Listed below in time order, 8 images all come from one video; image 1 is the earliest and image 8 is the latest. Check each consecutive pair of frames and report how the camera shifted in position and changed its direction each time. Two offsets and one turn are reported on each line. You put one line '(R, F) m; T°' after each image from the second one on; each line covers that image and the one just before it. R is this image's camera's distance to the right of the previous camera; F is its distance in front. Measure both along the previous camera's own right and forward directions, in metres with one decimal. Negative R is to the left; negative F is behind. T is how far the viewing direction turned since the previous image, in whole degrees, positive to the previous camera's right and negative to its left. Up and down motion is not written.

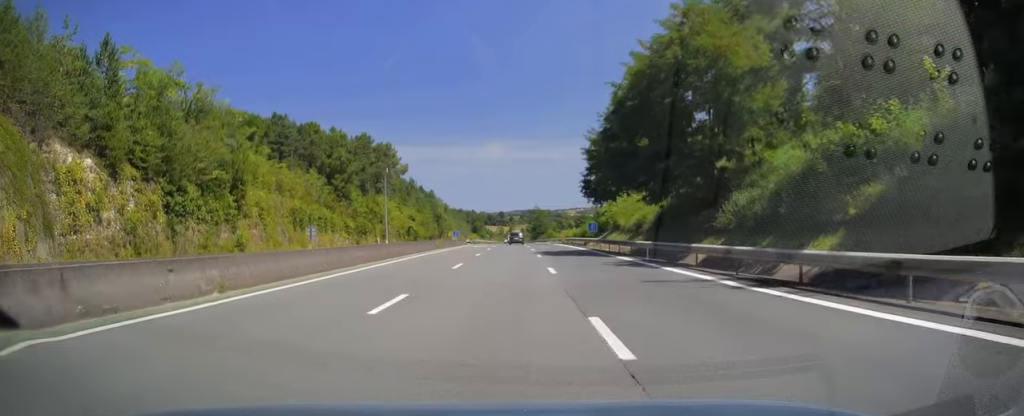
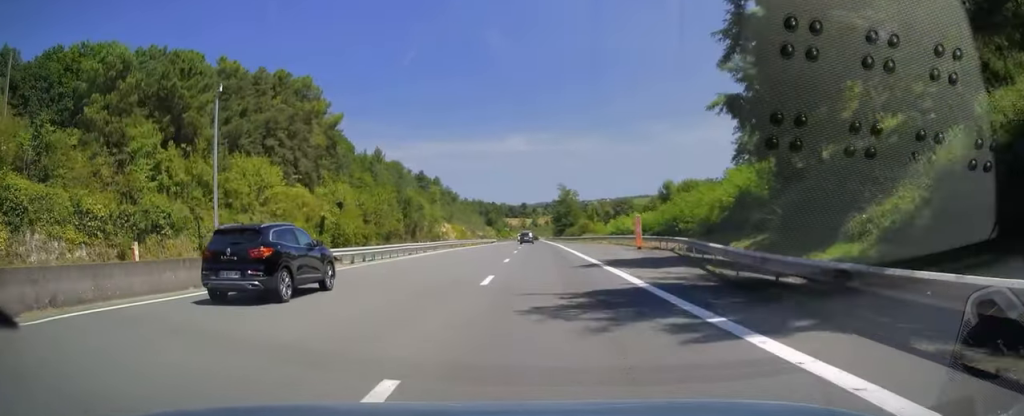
(+0.1, +69.1) m; -1°
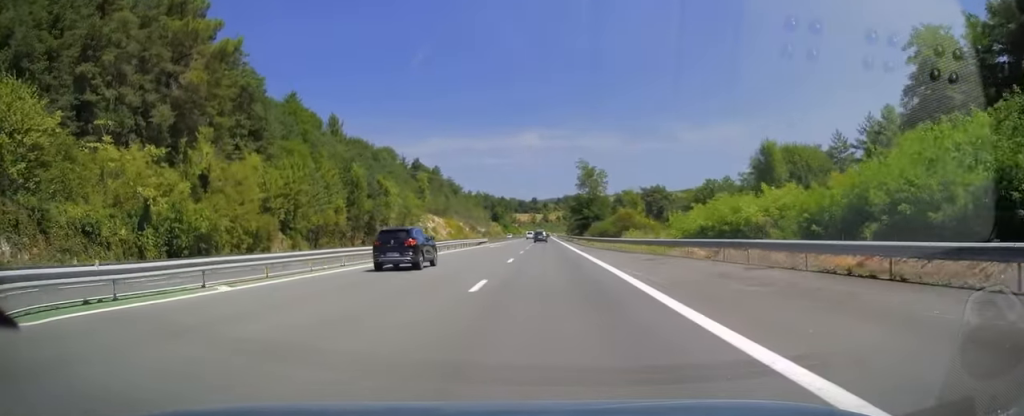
(-0.7, +39.2) m; -2°
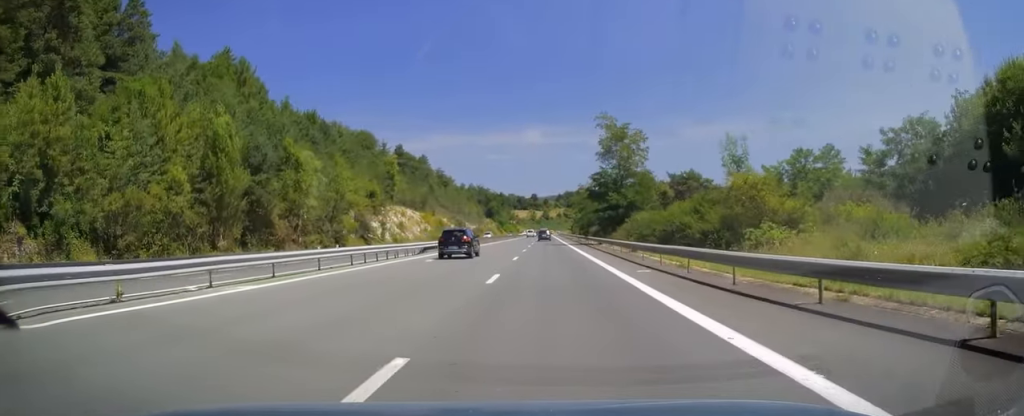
(-0.2, +36.5) m; -1°
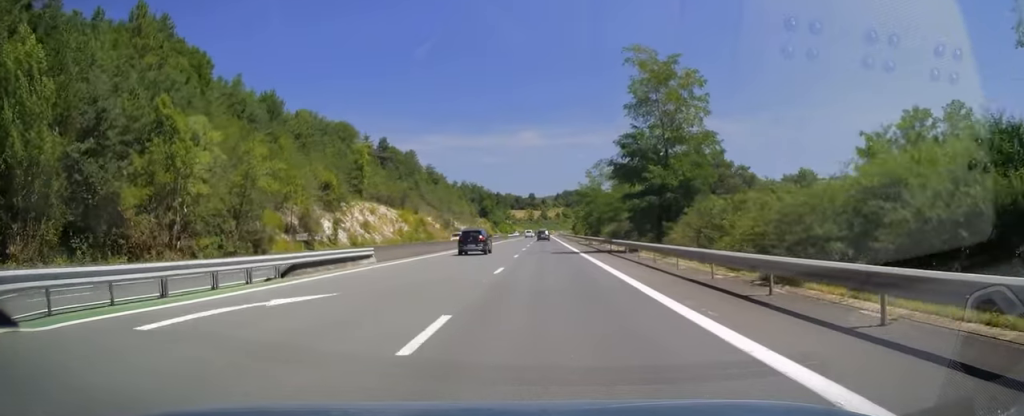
(-0.1, +22.6) m; 0°
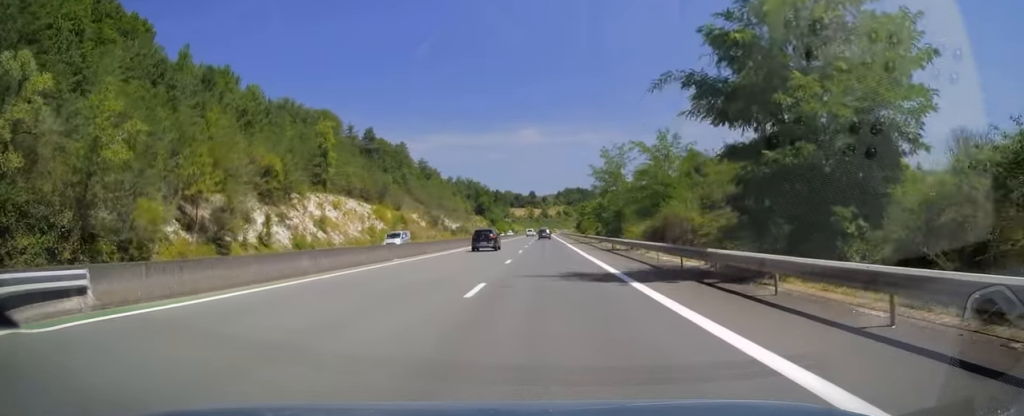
(+0.2, +20.2) m; 0°
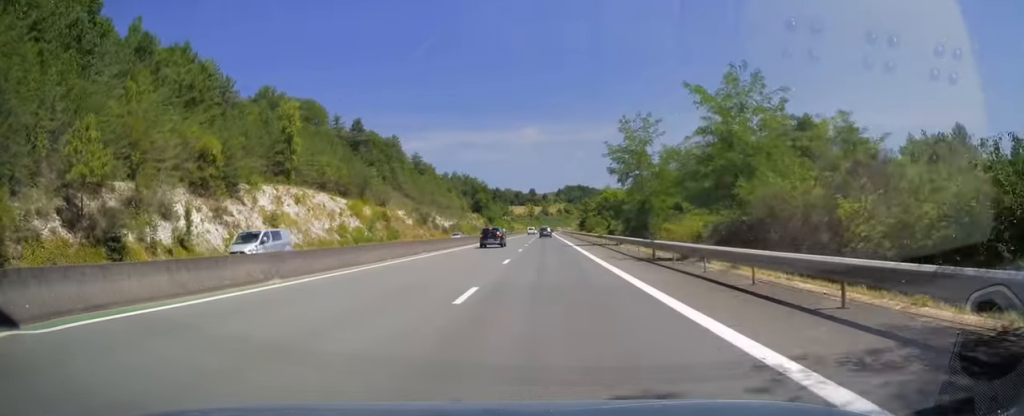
(0.0, +14.6) m; 0°
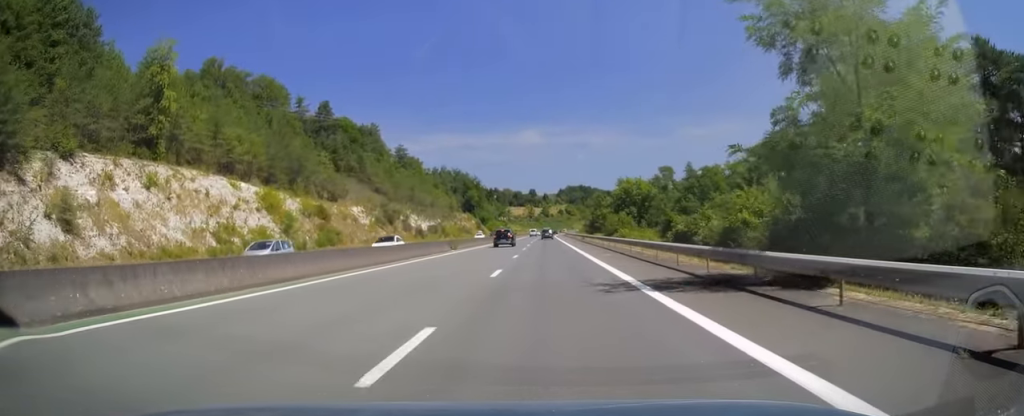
(-0.1, +31.8) m; 0°
